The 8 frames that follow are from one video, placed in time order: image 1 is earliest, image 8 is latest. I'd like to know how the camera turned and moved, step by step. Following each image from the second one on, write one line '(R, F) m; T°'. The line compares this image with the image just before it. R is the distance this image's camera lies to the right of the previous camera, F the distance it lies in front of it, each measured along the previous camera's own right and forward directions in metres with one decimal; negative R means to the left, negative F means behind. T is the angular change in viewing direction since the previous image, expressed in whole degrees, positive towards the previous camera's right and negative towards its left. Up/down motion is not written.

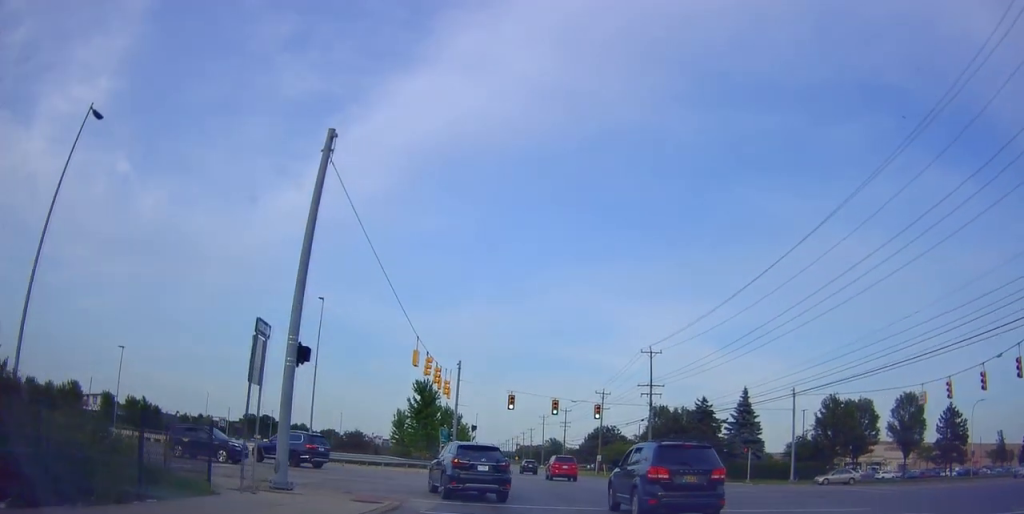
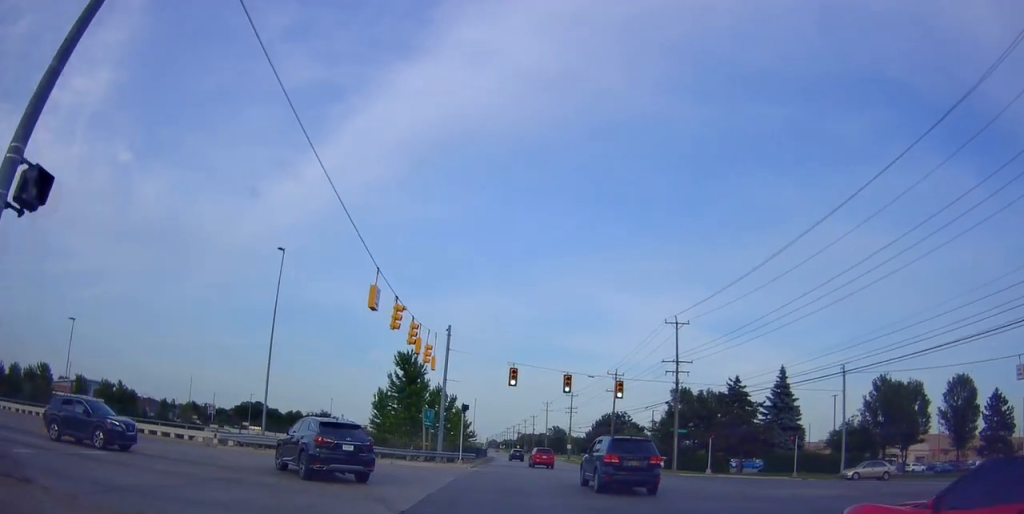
(+0.7, +8.2) m; +5°
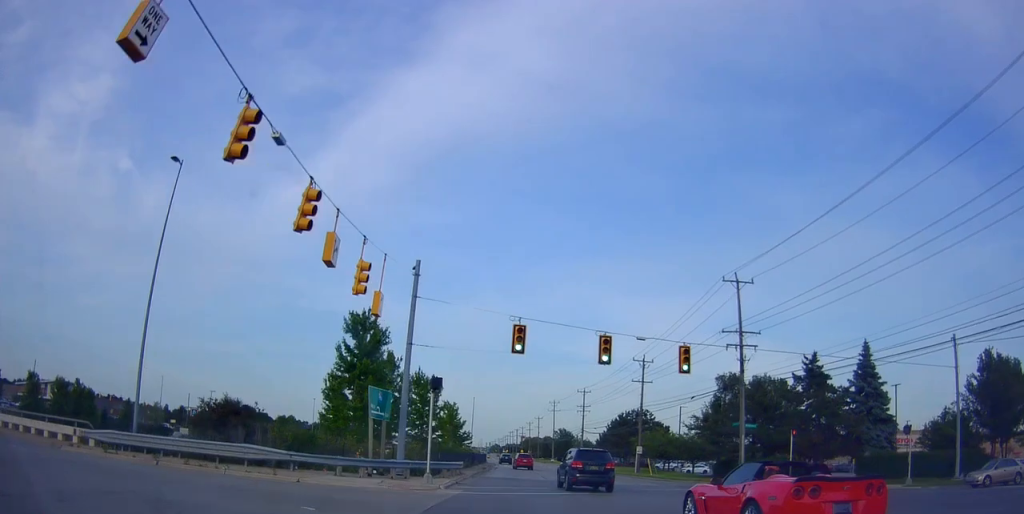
(-0.7, +14.2) m; -7°
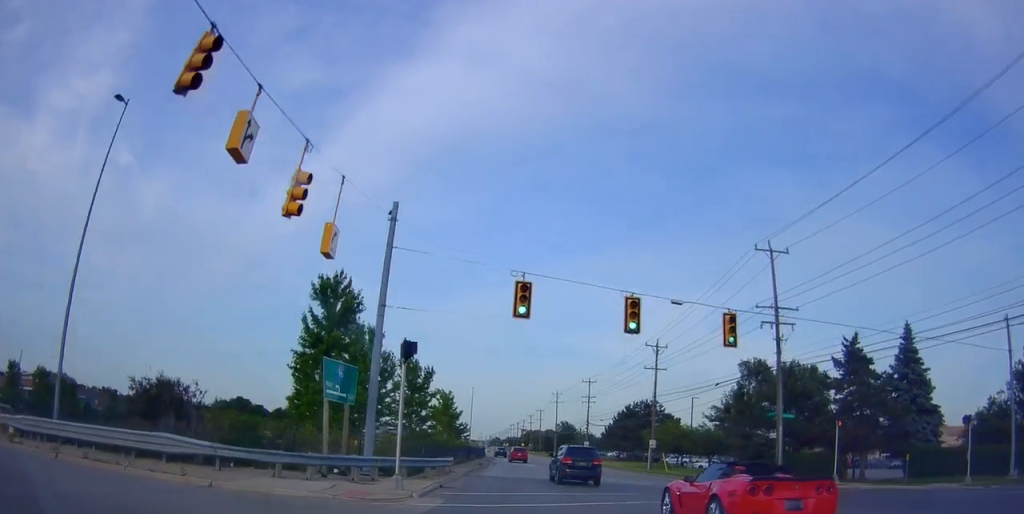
(-0.3, +5.7) m; -2°
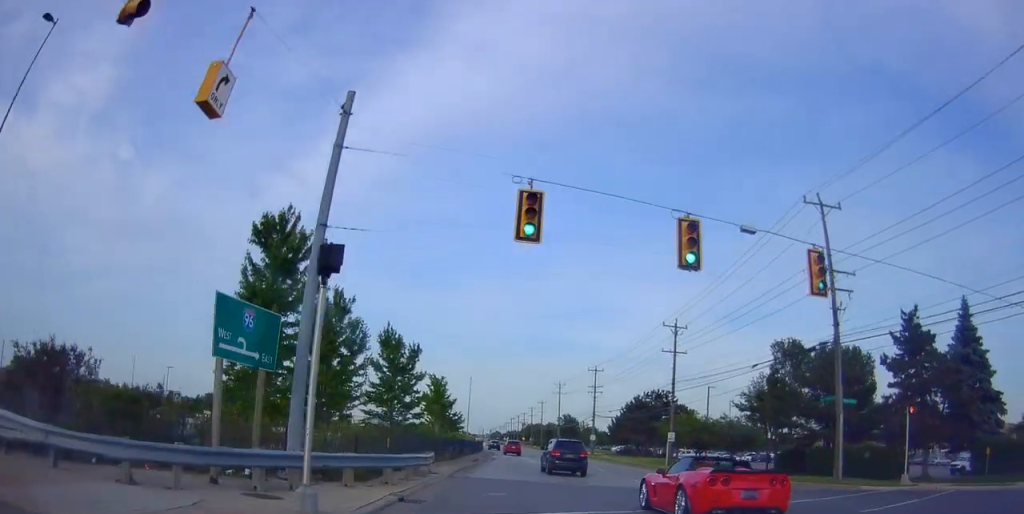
(-0.1, +6.9) m; 0°
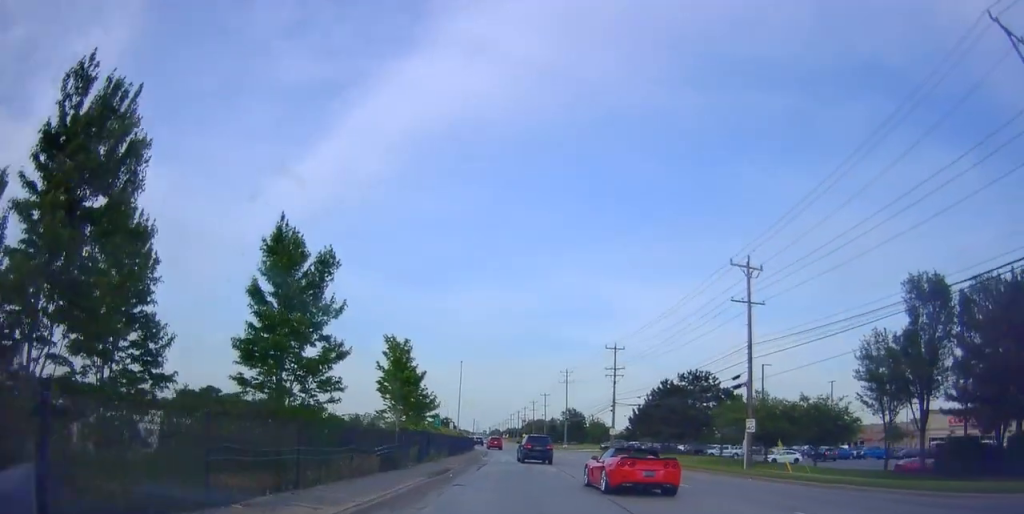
(+0.6, +18.7) m; +6°
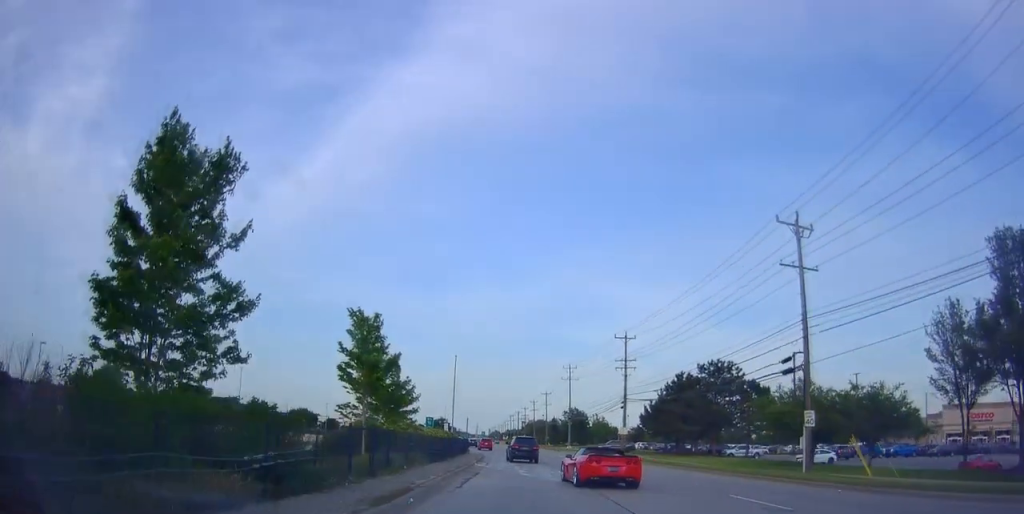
(+0.4, +7.9) m; 0°
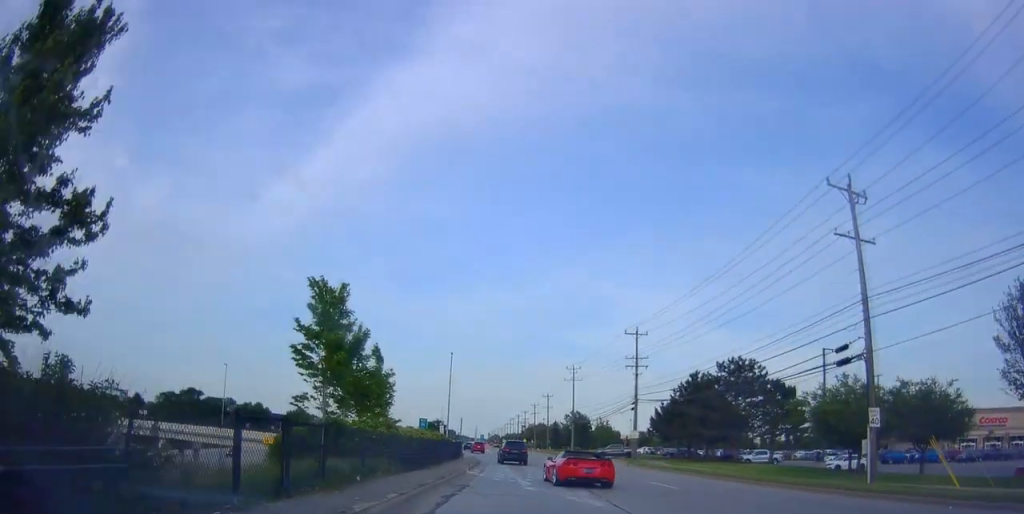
(+0.2, +5.9) m; 0°
